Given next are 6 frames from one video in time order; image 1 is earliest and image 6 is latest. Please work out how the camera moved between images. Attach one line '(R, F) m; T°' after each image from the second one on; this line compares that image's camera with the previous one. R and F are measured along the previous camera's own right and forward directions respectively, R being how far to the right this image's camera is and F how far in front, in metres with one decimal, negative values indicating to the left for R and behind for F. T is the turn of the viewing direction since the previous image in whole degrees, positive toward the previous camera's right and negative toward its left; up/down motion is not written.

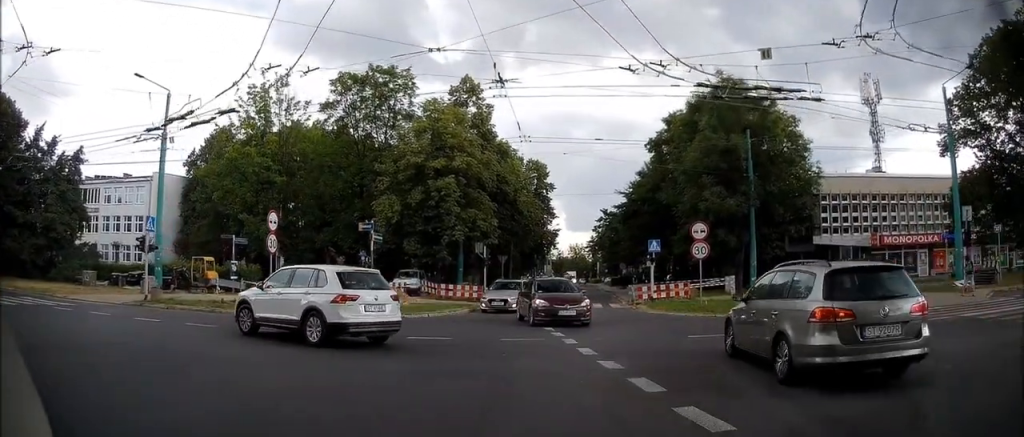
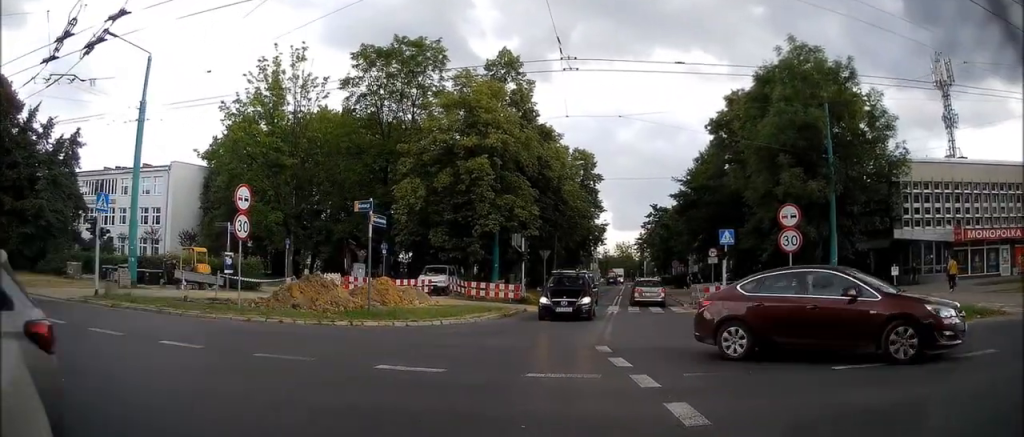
(0.0, +5.4) m; +6°
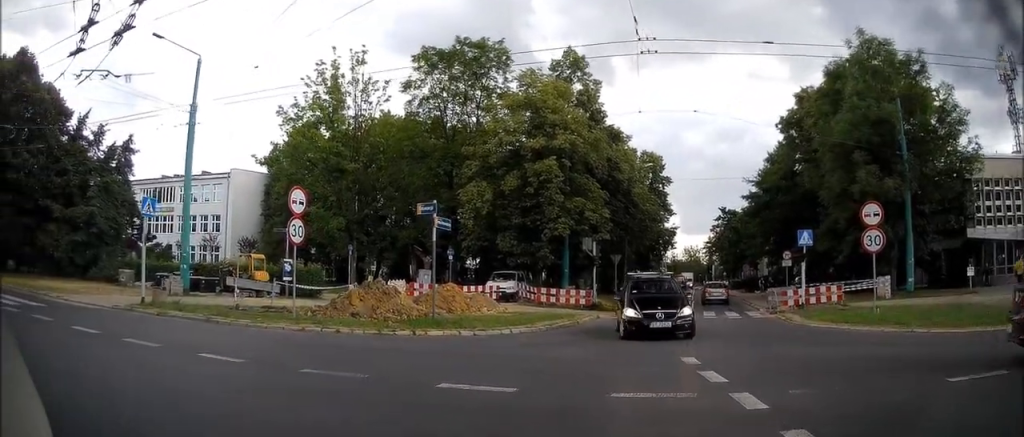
(0.0, +1.6) m; -16°
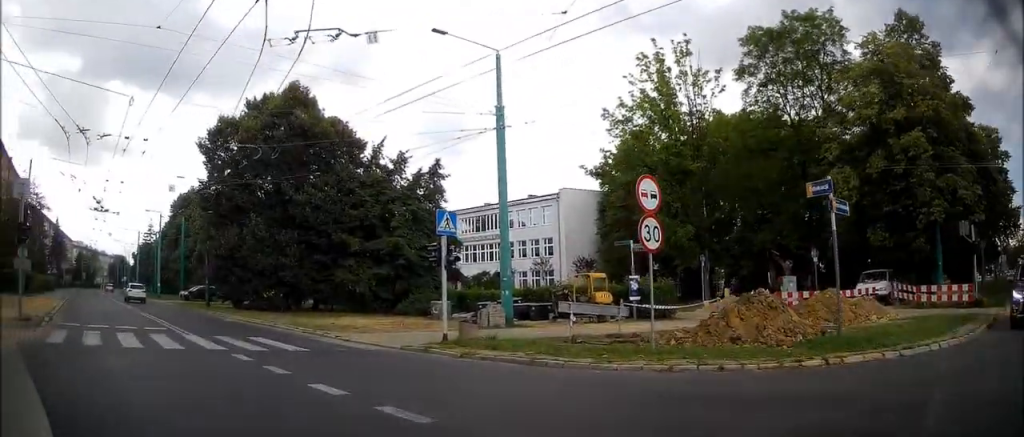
(-1.3, +3.4) m; -38°
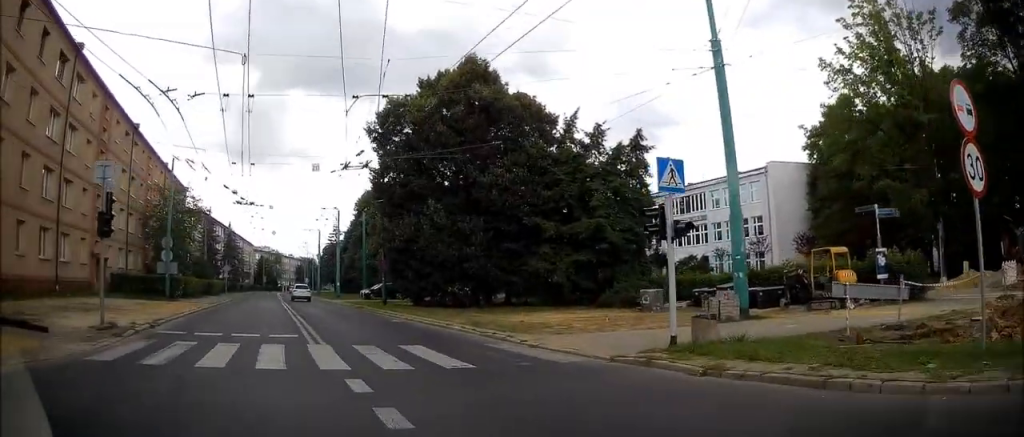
(-0.7, +3.9) m; -12°
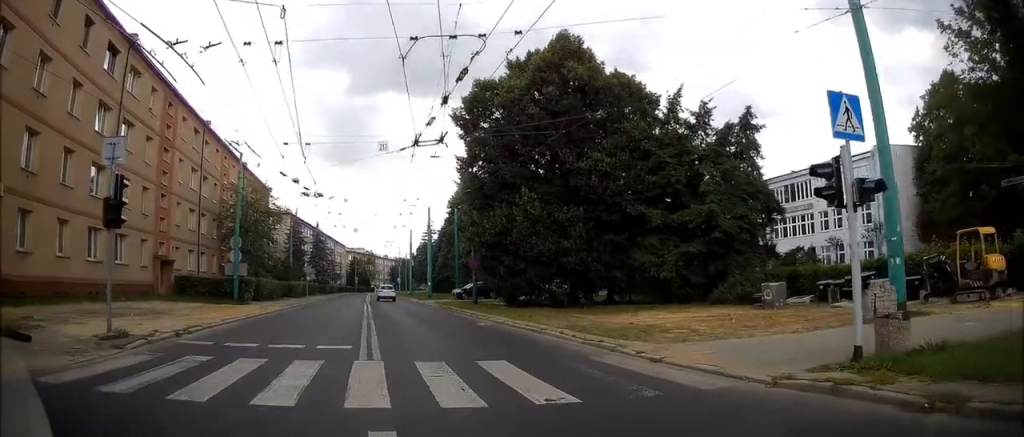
(-0.1, +3.0) m; -4°
